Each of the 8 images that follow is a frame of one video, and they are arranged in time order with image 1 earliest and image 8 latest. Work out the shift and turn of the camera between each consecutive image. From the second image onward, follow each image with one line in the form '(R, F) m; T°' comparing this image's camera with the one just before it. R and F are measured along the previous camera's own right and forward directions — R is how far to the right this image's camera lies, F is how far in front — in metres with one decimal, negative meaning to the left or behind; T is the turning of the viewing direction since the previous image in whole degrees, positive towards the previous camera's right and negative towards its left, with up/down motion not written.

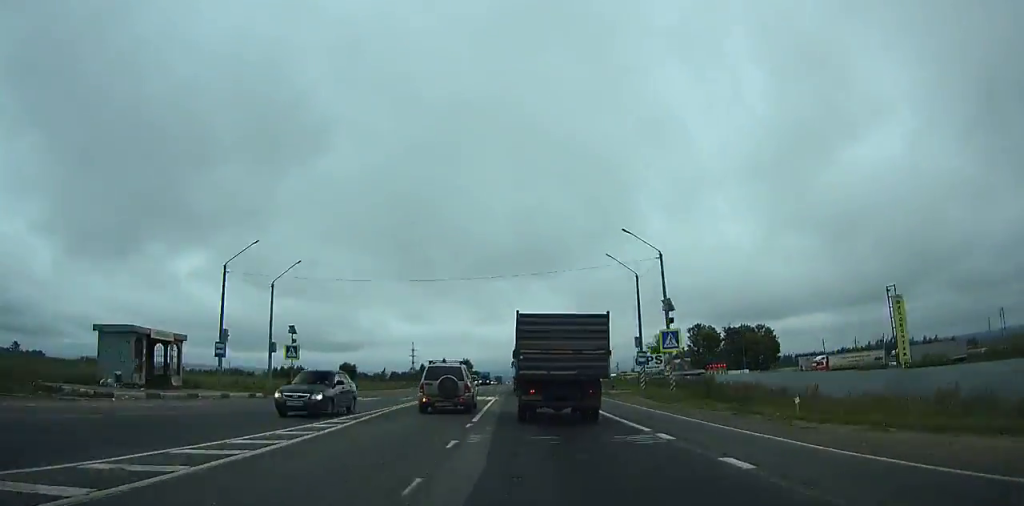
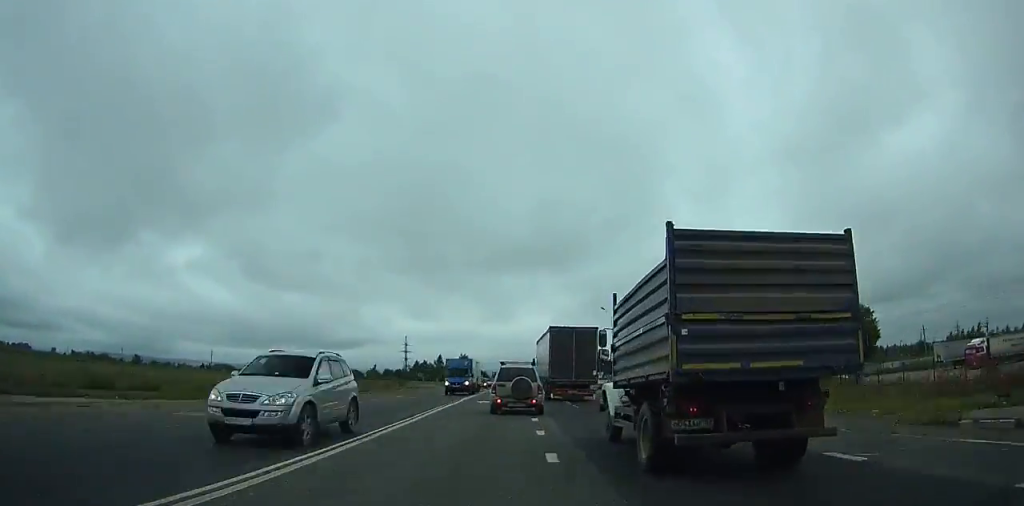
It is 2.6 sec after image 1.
(+3.8, +35.9) m; +2°
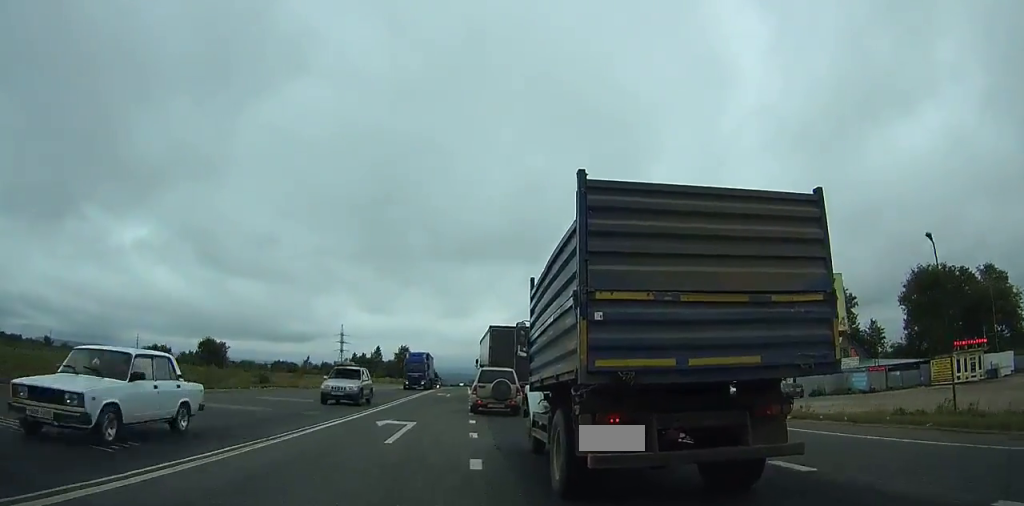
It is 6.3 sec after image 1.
(-2.2, +49.5) m; 0°
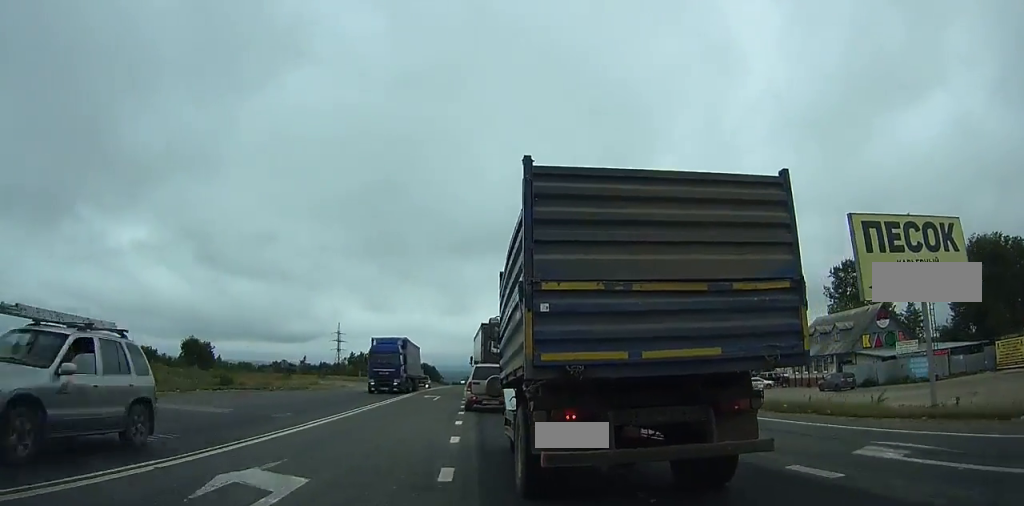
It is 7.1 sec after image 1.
(+0.3, +9.8) m; +1°
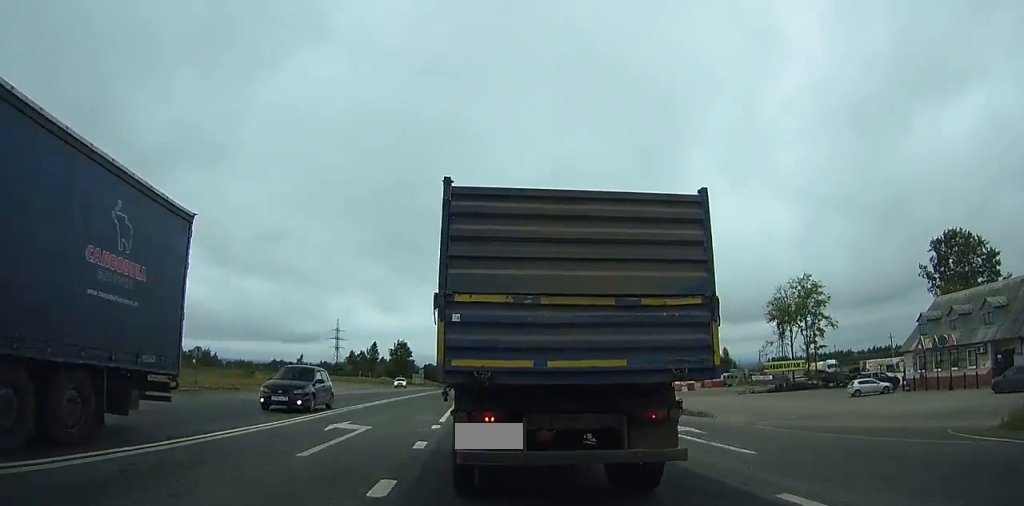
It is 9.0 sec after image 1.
(+0.4, +22.8) m; +1°
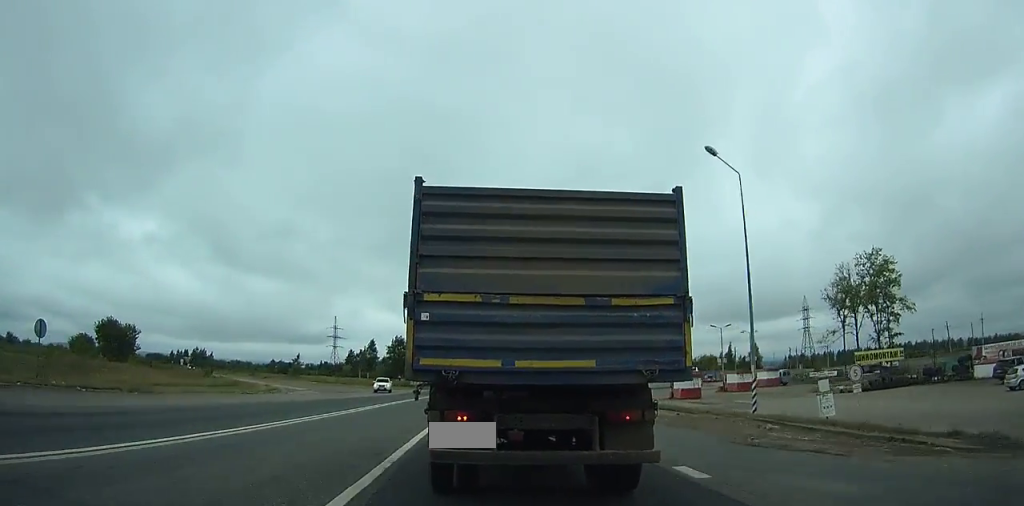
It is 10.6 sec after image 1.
(0.0, +18.2) m; 0°
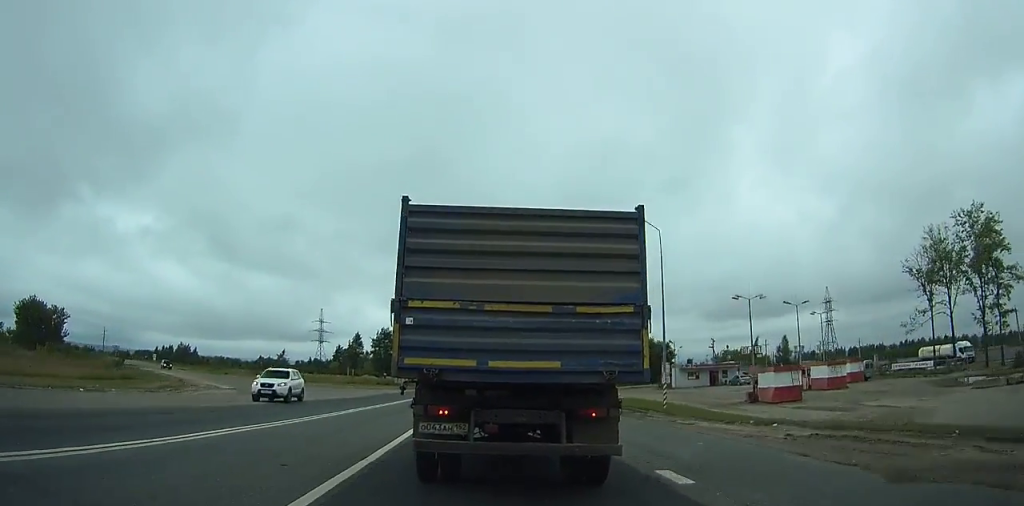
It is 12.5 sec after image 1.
(0.0, +21.1) m; 0°
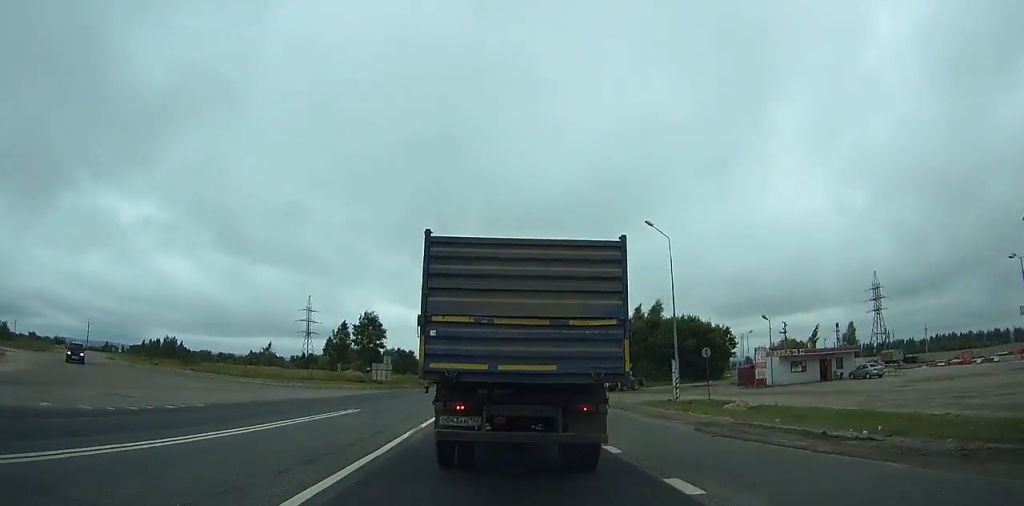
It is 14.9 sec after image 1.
(-0.3, +28.7) m; -2°
